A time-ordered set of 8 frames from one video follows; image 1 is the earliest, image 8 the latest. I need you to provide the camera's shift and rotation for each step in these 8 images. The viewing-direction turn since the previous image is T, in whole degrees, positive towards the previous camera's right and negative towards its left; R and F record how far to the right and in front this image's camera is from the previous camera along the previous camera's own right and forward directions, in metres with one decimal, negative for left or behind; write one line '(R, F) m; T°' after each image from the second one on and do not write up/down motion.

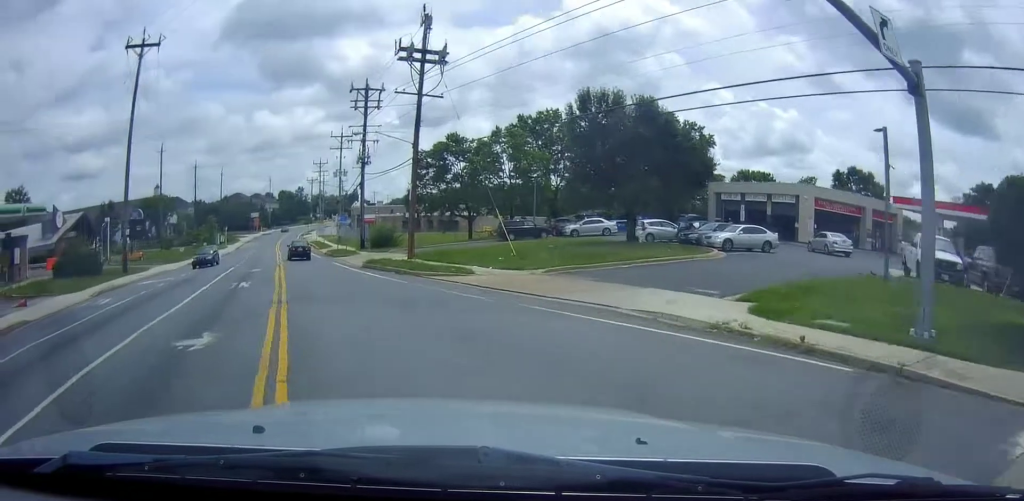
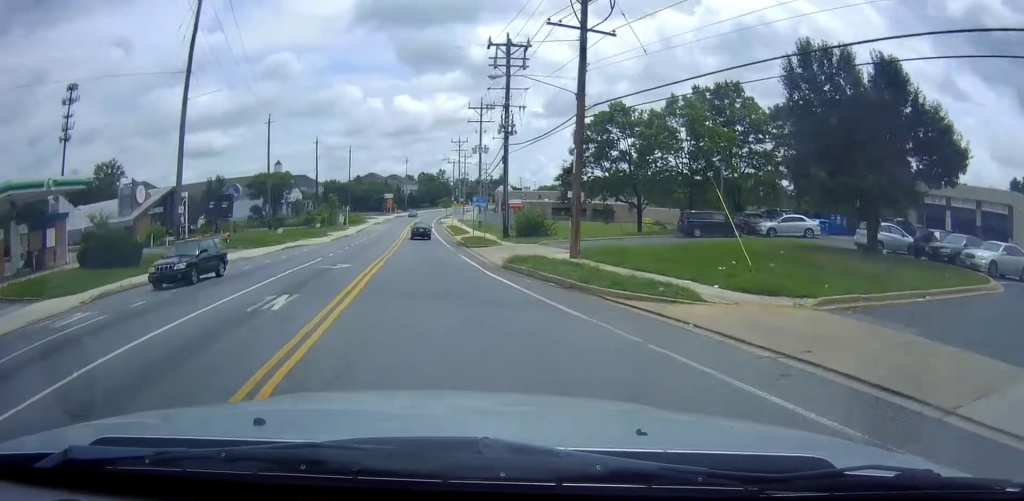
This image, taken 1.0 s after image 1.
(-0.6, +11.6) m; -11°
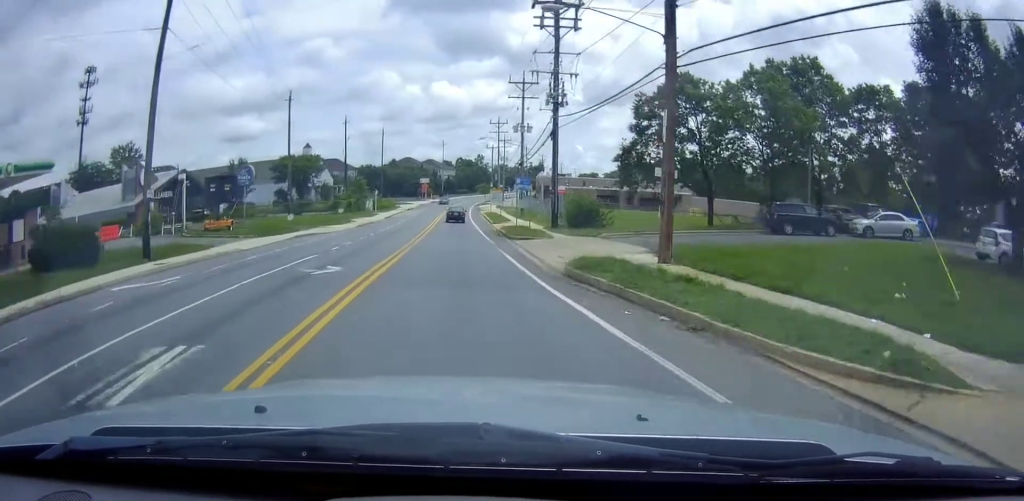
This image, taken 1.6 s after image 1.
(-0.8, +7.4) m; -4°
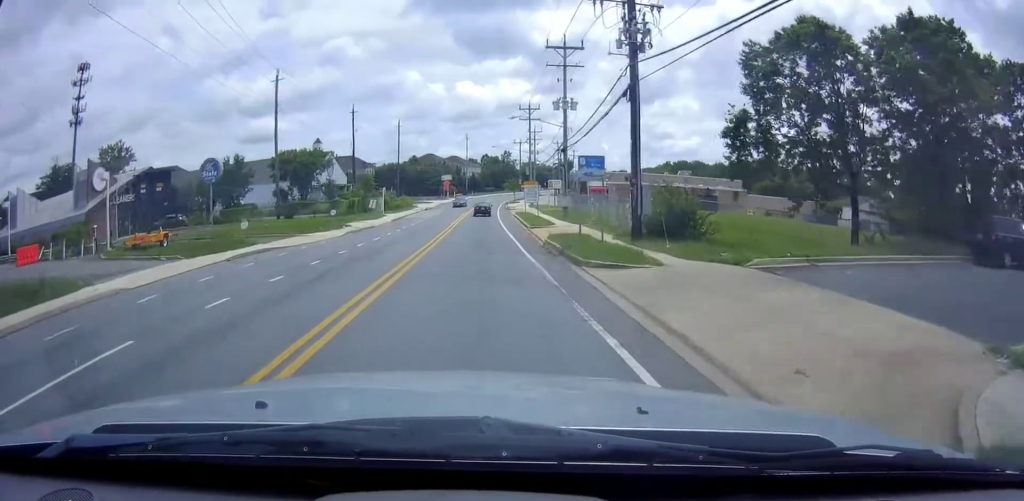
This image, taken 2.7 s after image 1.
(-0.8, +14.1) m; -5°
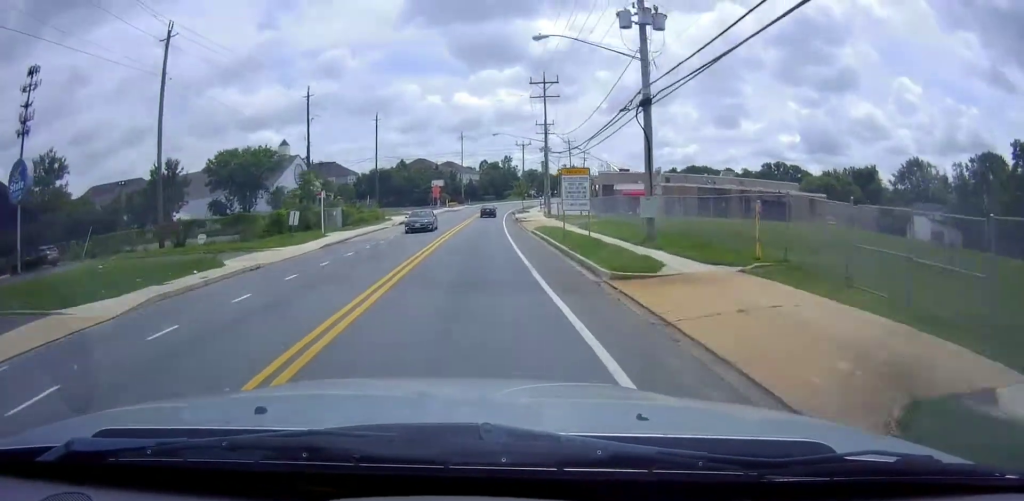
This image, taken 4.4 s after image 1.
(-1.2, +24.3) m; -4°
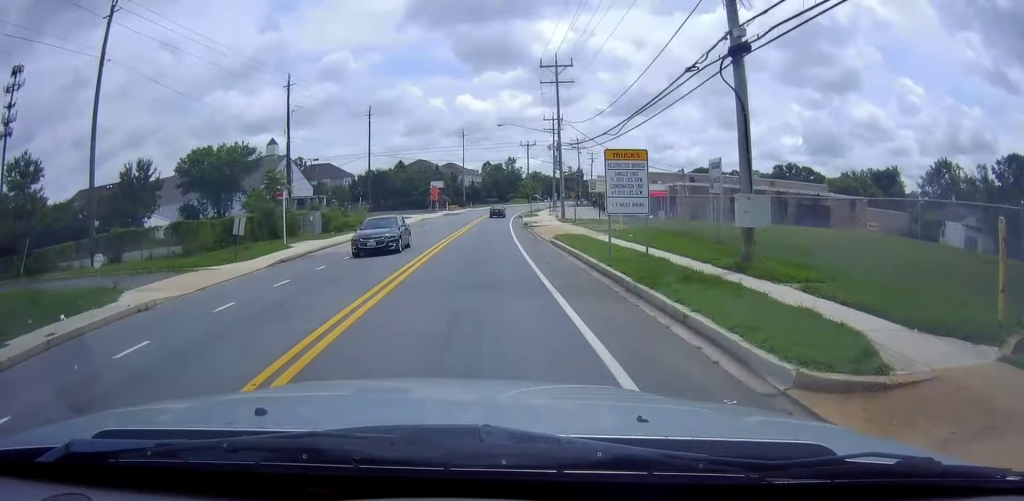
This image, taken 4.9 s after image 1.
(+0.1, +8.7) m; 0°
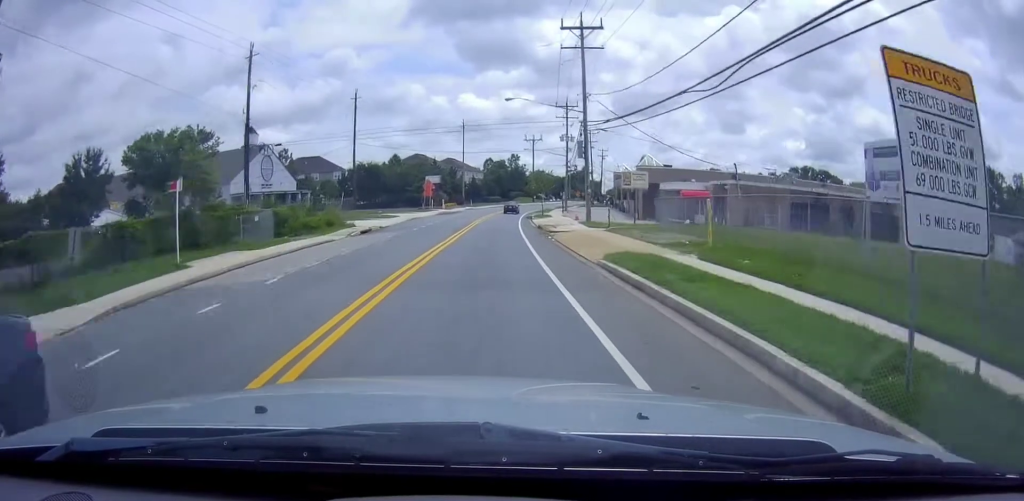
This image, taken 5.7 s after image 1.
(-0.1, +12.3) m; +1°
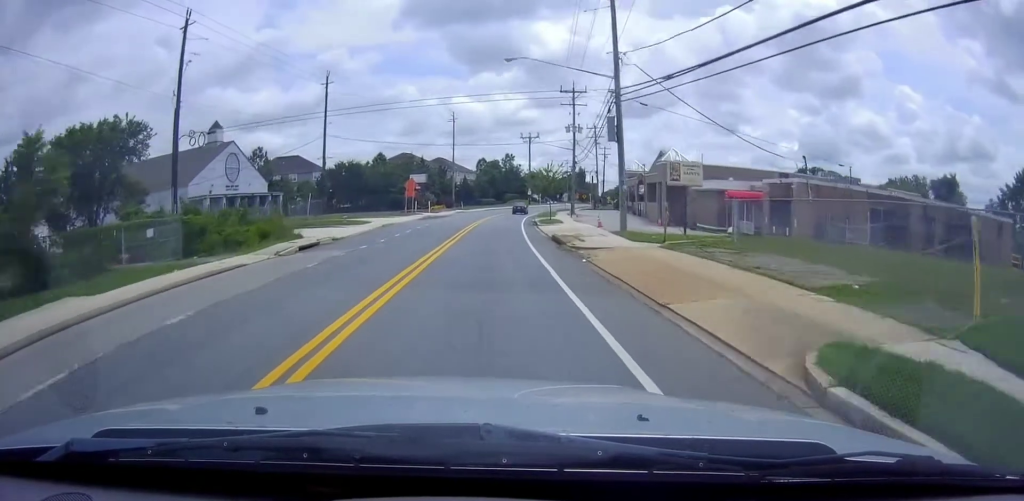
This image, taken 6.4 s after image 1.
(+0.1, +11.9) m; +1°
